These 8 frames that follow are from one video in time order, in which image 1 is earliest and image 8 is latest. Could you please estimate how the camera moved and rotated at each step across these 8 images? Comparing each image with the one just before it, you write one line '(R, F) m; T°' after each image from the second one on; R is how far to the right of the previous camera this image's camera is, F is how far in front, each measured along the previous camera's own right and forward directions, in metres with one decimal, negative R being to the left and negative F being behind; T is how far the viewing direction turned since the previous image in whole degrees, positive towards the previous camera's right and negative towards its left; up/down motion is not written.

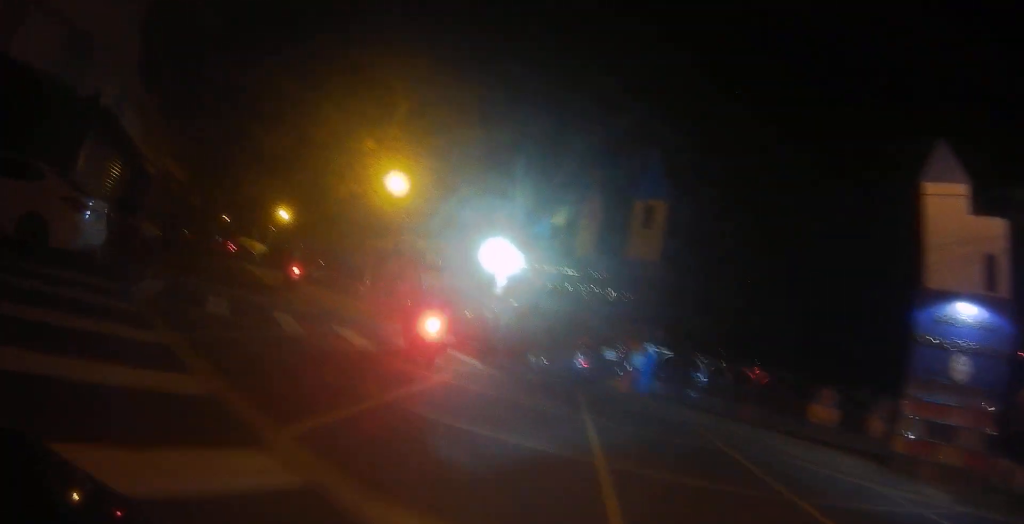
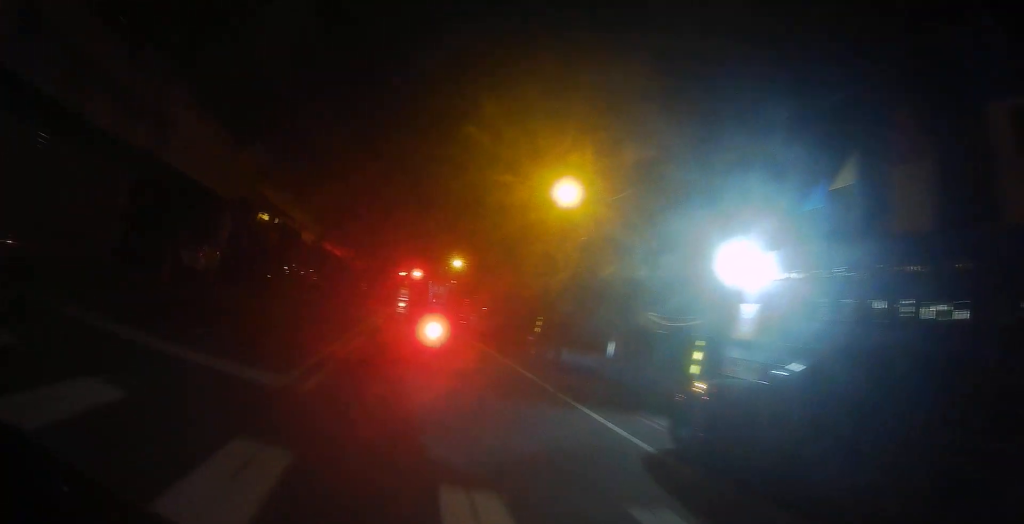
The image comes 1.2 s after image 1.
(-1.0, +5.9) m; -29°
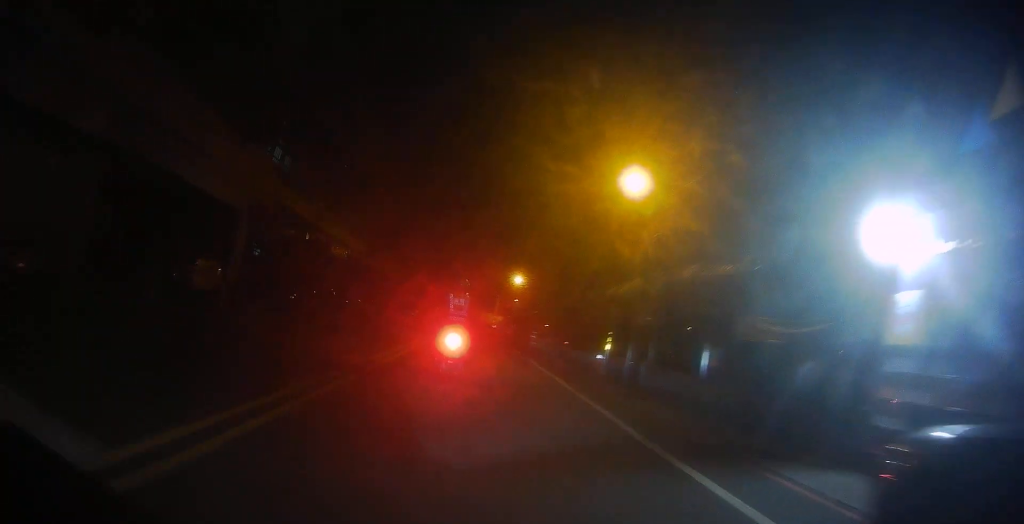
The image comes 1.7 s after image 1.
(0.0, +2.2) m; -12°
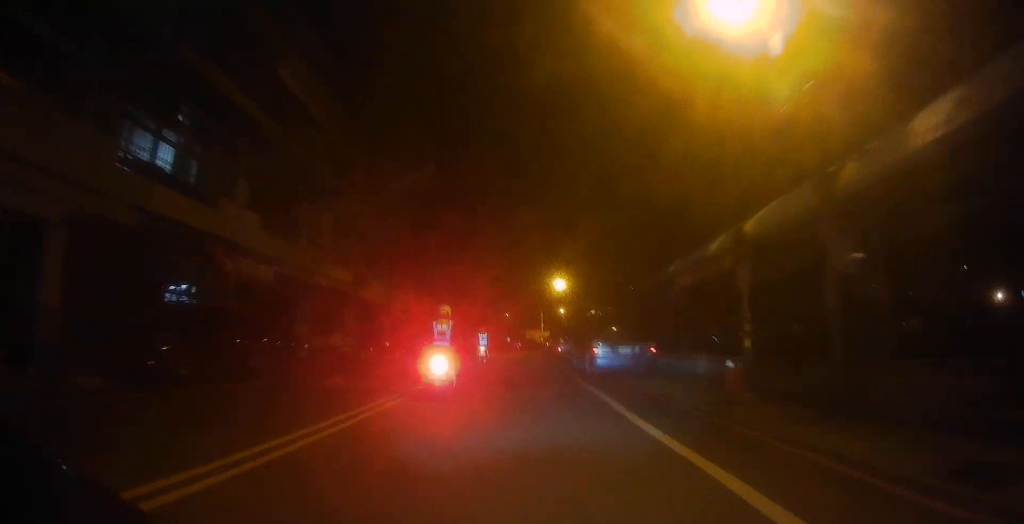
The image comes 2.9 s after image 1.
(-2.1, +6.7) m; -19°
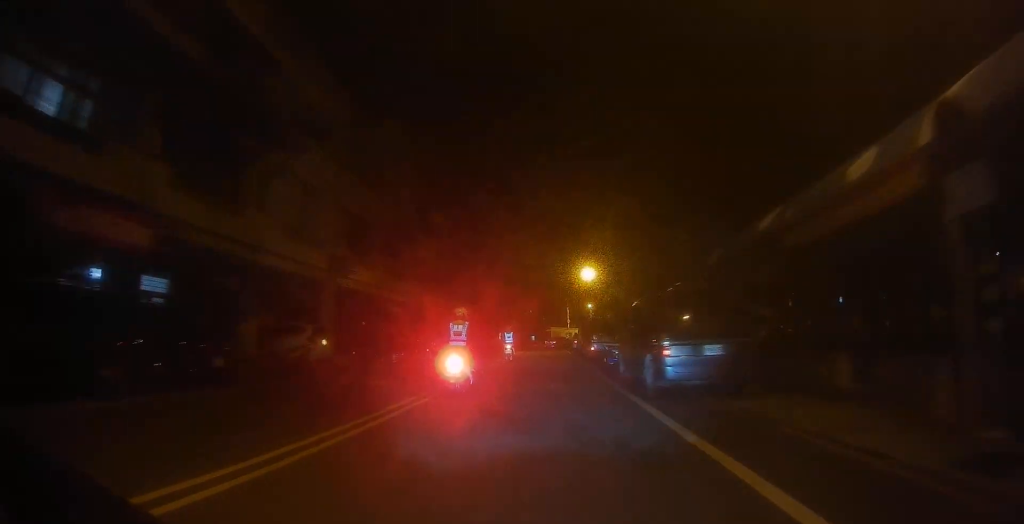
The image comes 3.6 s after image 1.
(-0.1, +4.4) m; -2°
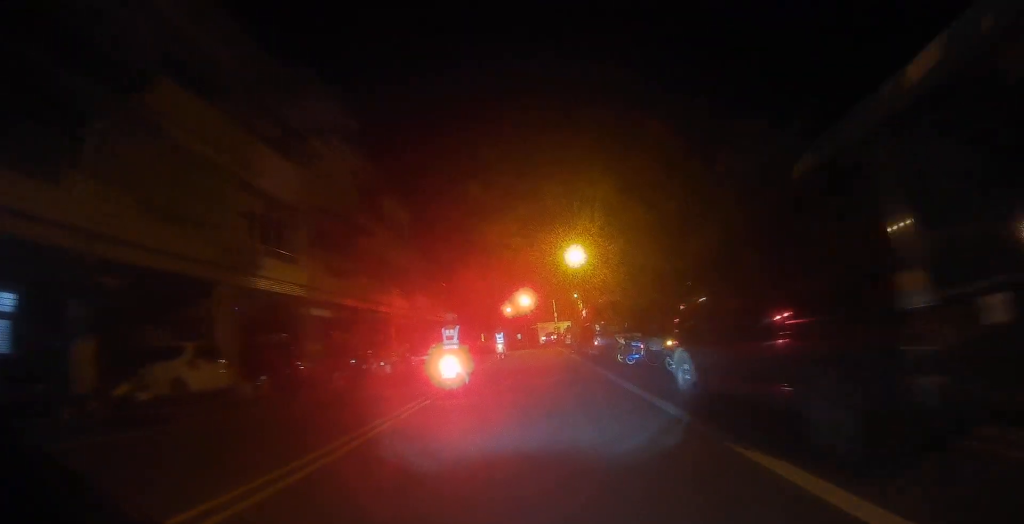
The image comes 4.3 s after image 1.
(-0.1, +5.2) m; -1°
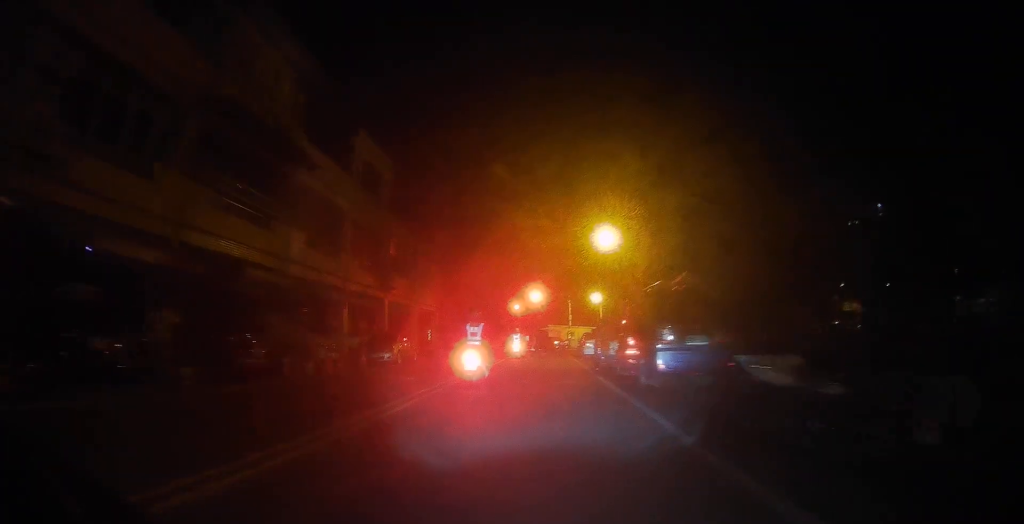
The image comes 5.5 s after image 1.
(-0.1, +8.0) m; -2°
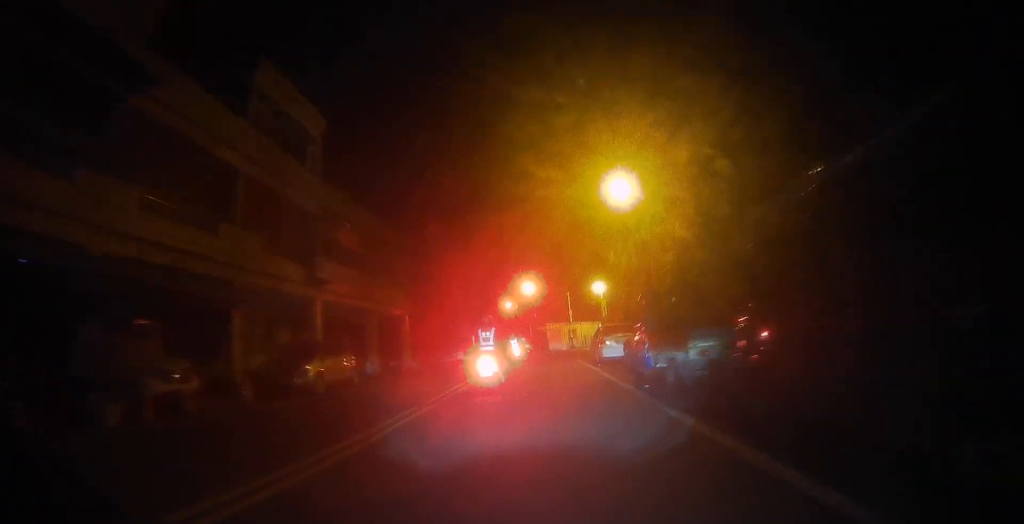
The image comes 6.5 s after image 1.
(-0.1, +7.2) m; 0°
